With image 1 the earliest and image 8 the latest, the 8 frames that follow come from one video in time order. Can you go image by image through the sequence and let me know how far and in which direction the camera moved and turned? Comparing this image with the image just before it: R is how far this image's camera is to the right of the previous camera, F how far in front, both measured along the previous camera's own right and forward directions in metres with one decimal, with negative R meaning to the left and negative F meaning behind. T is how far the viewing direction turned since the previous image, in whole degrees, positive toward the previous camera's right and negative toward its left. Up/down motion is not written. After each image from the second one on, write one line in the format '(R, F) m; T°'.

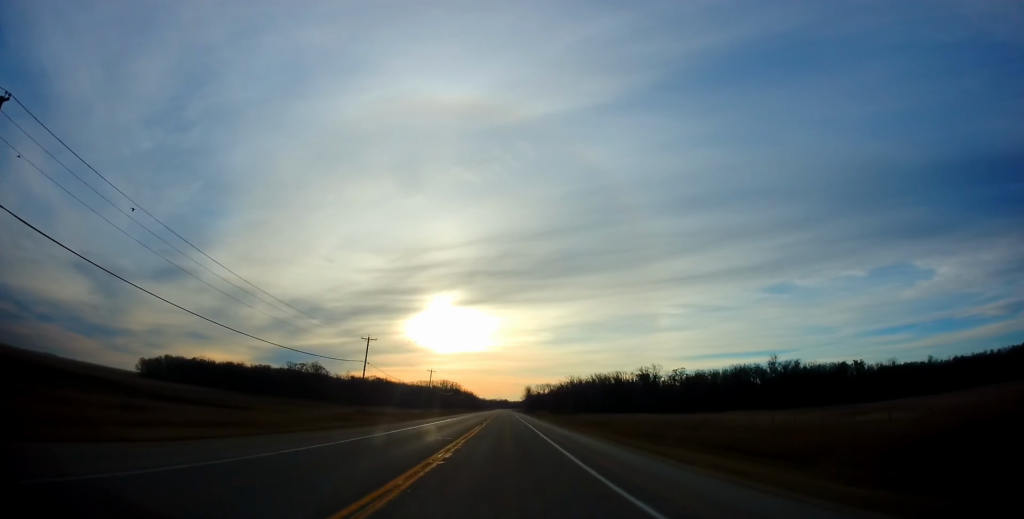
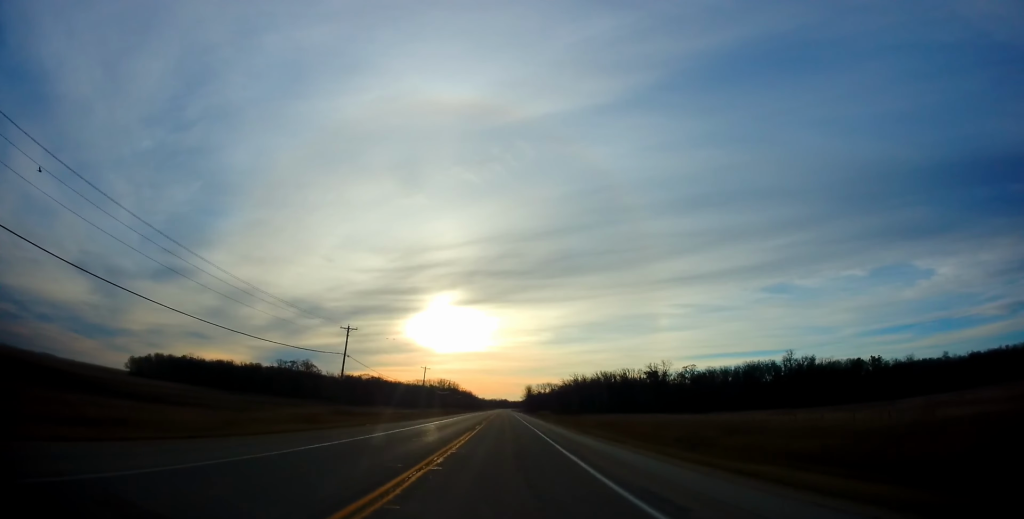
(+0.1, +11.3) m; 0°
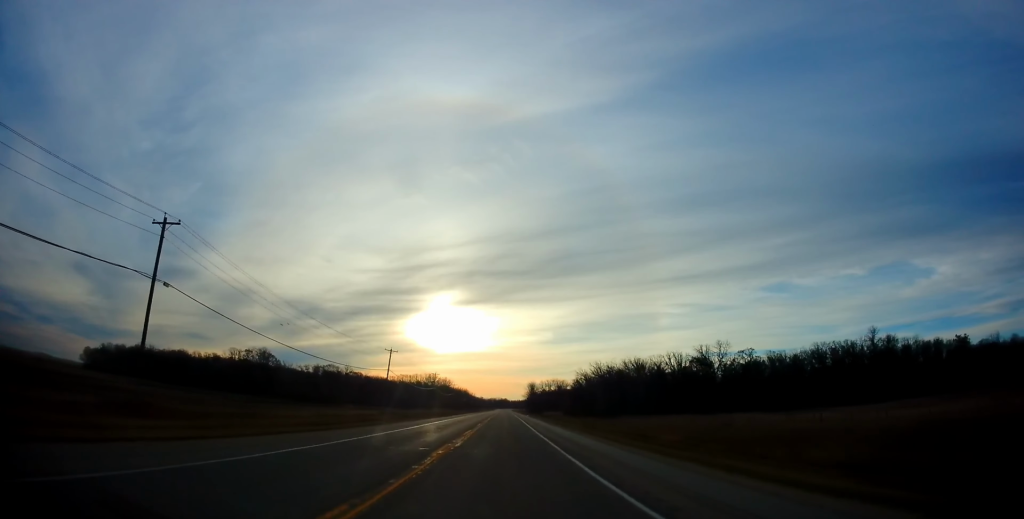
(-0.1, +44.2) m; +1°
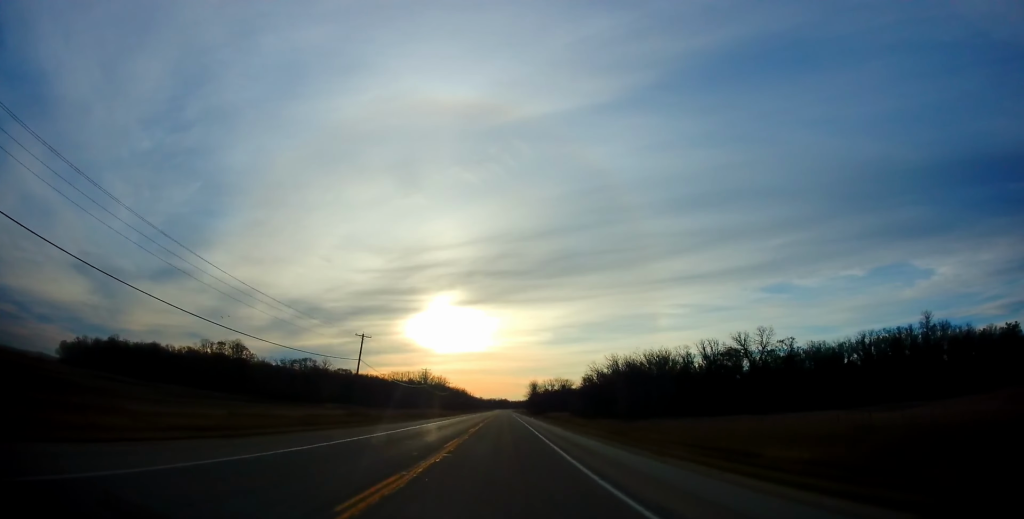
(+0.2, +20.8) m; 0°
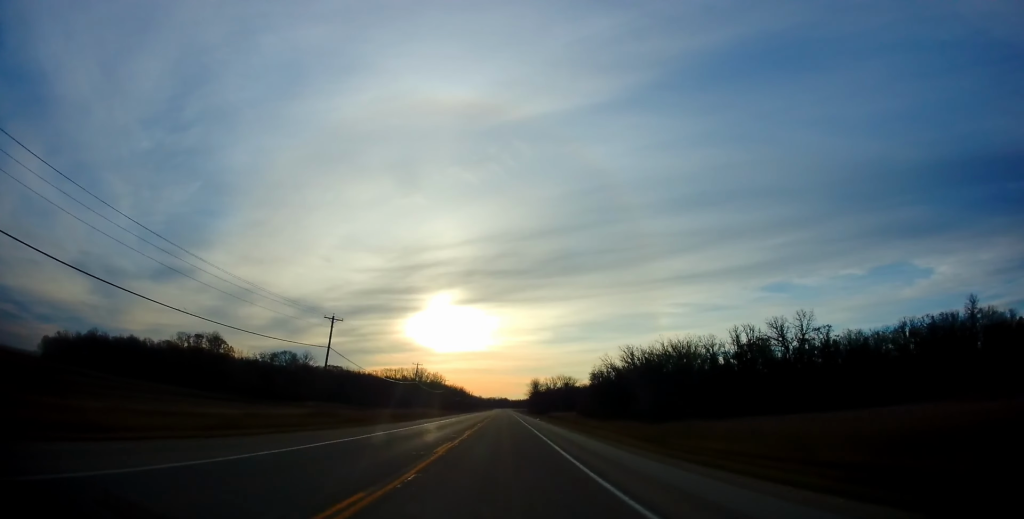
(+0.1, +14.7) m; -1°
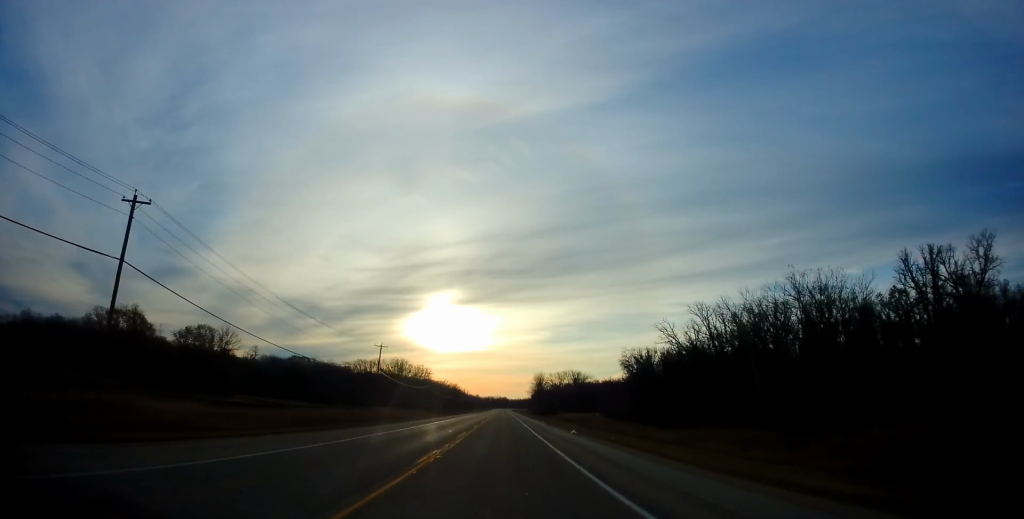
(-0.2, +39.4) m; 0°
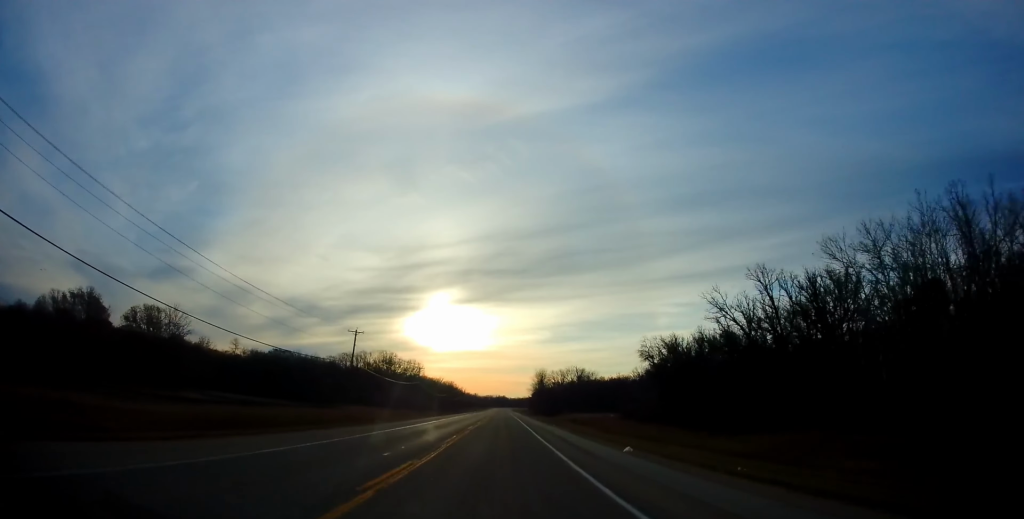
(+0.3, +16.2) m; +1°
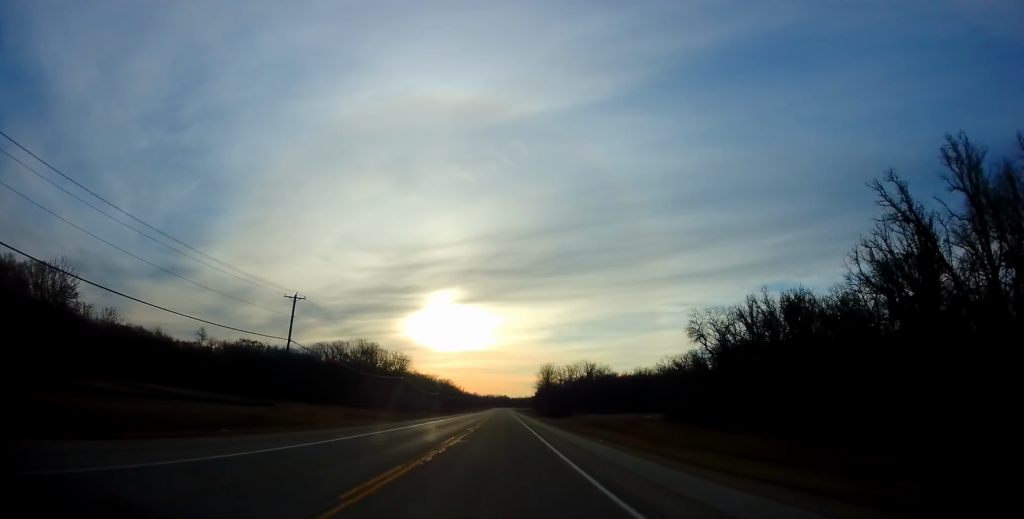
(-0.2, +24.4) m; -1°
